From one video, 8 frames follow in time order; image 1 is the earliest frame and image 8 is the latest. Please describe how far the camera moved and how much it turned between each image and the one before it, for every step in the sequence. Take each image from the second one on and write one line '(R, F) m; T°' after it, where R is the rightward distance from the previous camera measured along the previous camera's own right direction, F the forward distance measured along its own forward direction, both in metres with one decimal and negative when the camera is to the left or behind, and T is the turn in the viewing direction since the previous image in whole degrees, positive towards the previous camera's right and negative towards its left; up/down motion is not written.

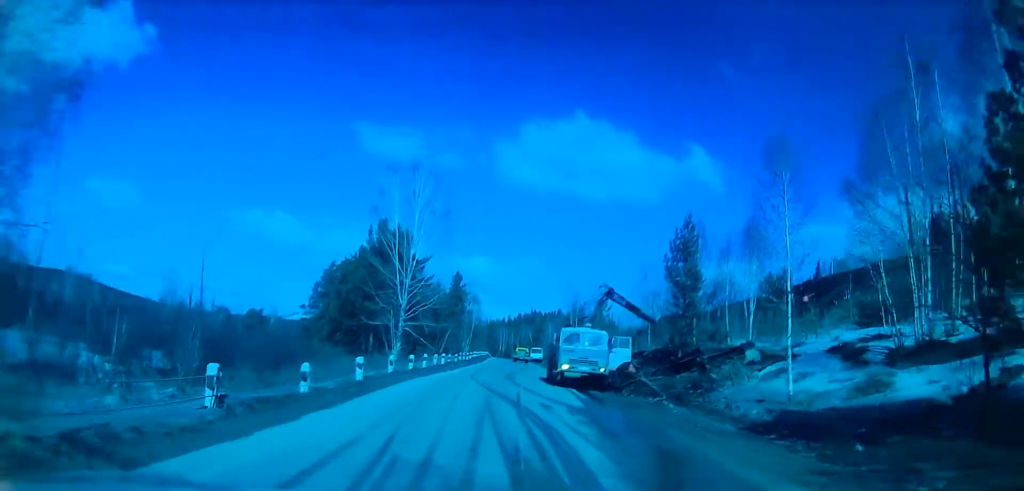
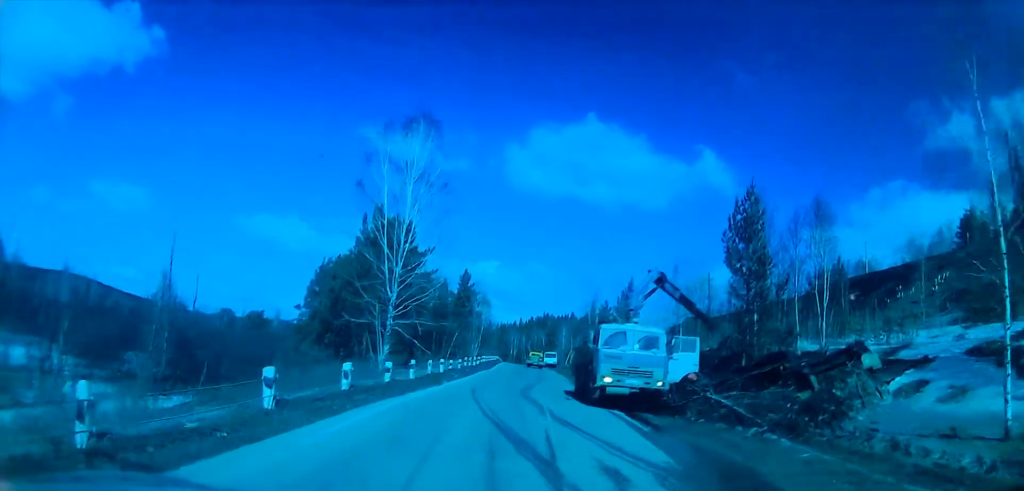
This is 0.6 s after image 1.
(-0.1, +9.3) m; -1°
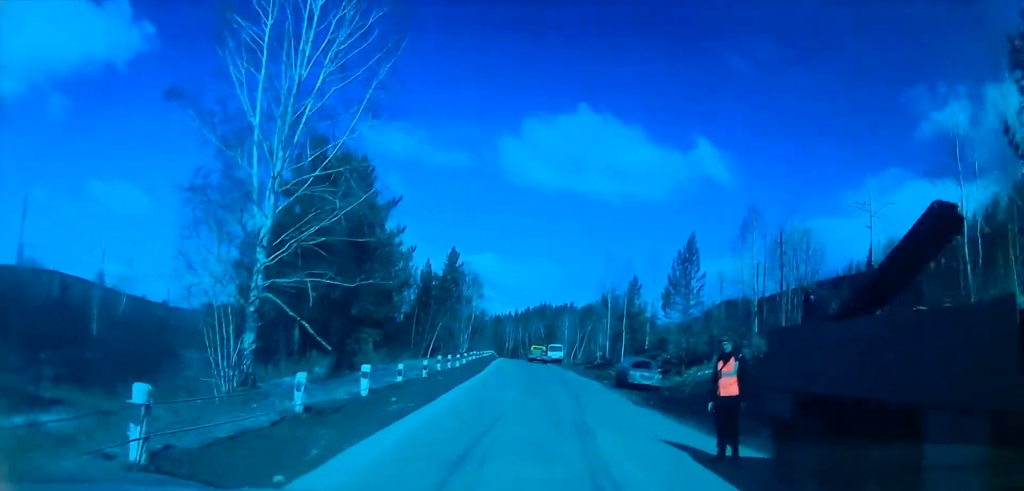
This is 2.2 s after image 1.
(-0.3, +21.8) m; -1°
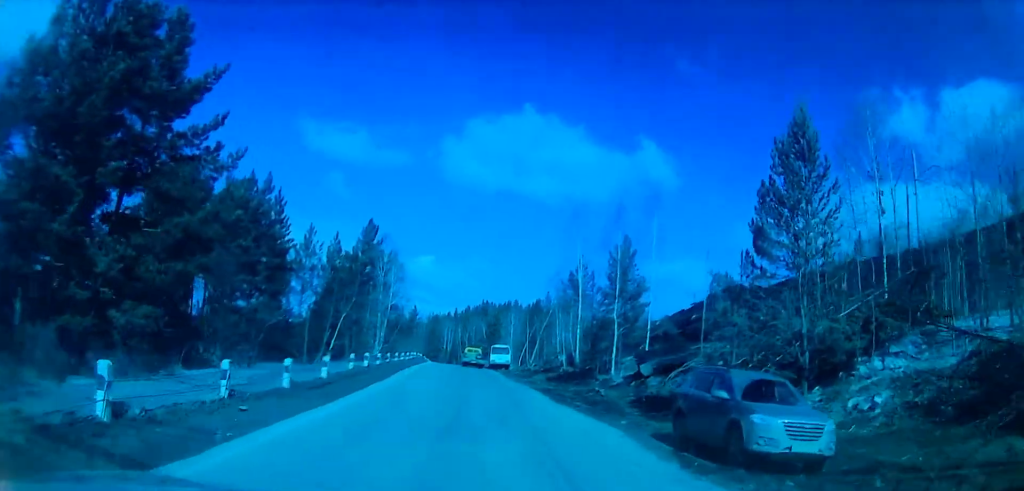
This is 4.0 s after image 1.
(+1.6, +23.8) m; +7°
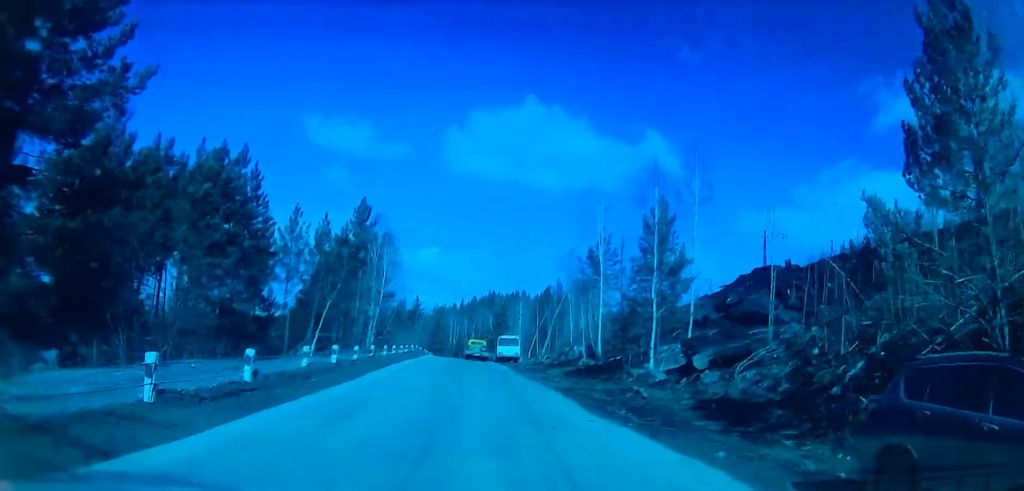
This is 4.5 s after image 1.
(+0.1, +7.3) m; 0°
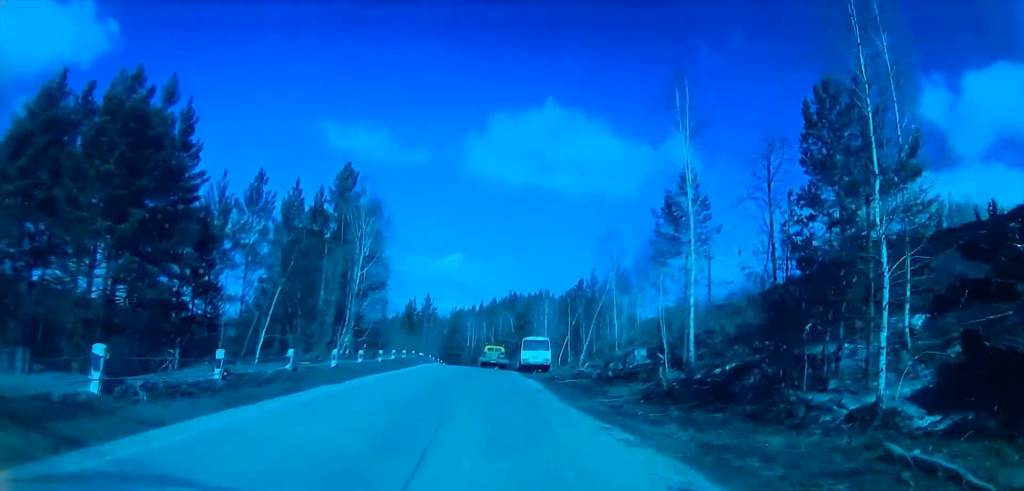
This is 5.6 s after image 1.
(-0.5, +15.6) m; -4°
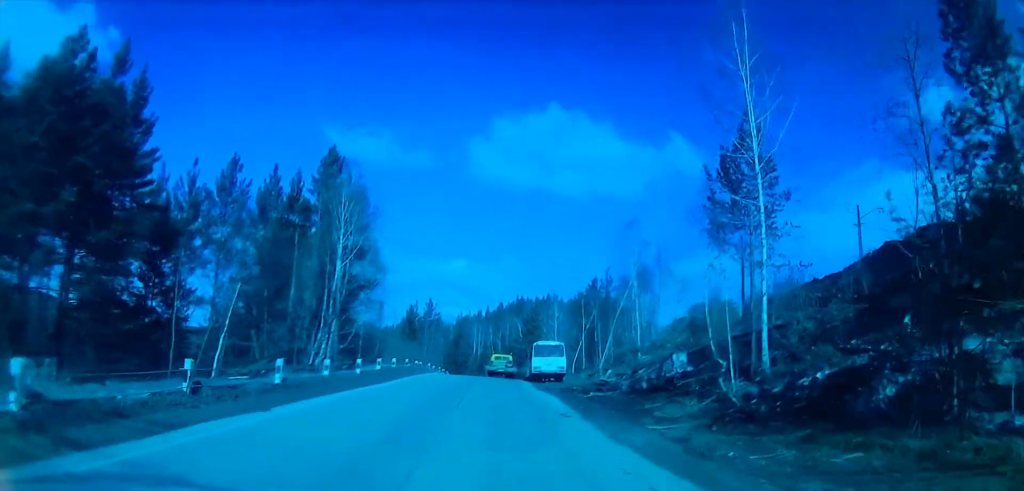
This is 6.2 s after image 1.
(-0.2, +6.9) m; -2°
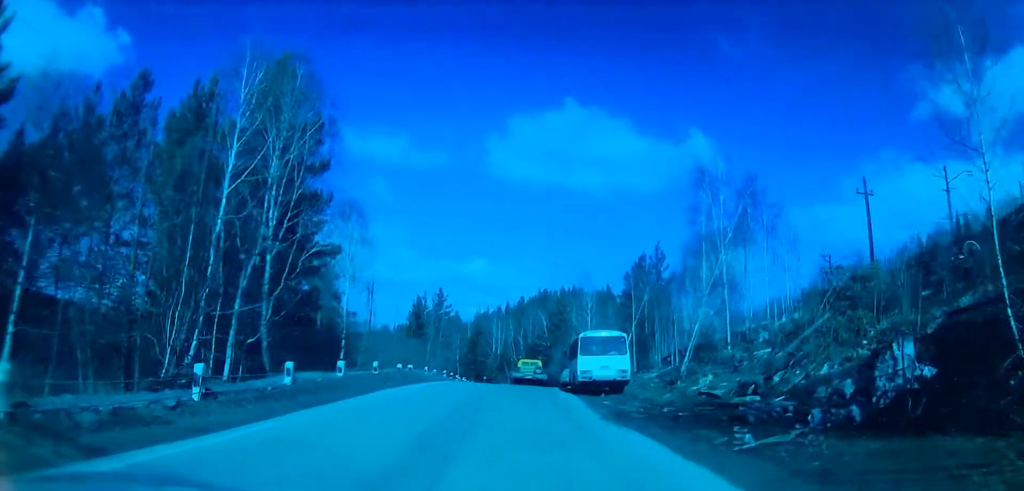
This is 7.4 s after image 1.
(+0.3, +17.2) m; +3°
